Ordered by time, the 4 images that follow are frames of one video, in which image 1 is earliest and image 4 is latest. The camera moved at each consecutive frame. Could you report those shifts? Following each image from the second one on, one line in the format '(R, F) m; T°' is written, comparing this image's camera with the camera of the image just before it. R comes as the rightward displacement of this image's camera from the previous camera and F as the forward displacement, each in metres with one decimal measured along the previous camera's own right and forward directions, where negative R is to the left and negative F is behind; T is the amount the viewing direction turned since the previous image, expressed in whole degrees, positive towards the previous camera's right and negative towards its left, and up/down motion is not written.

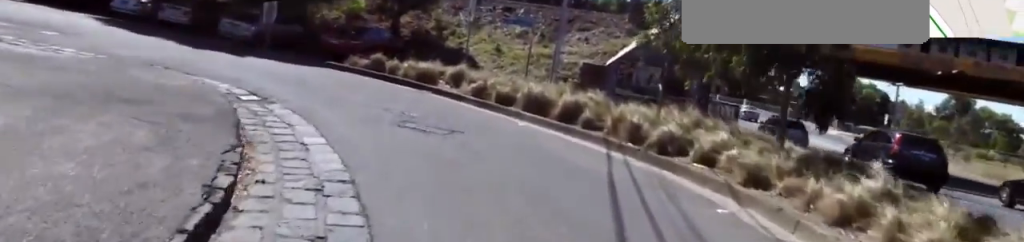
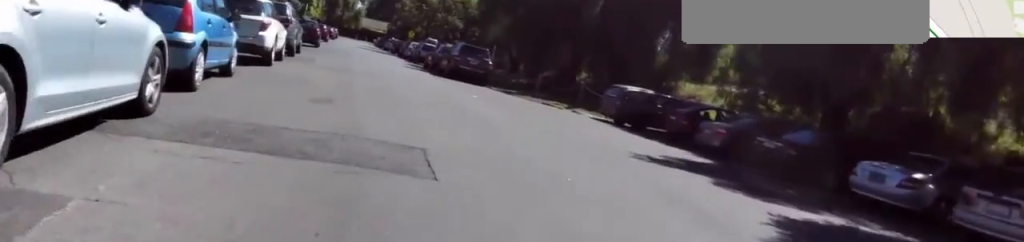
(-6.5, +13.6) m; -48°
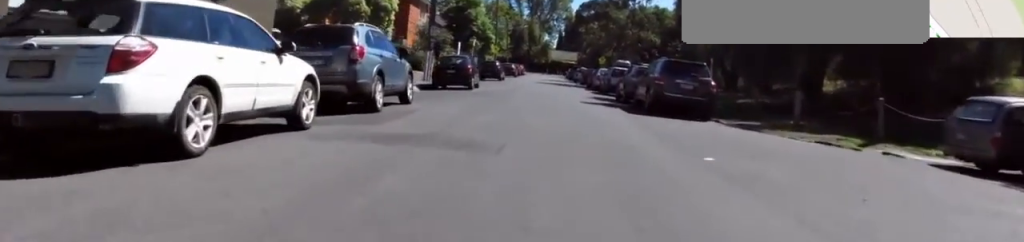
(-1.0, +9.9) m; -21°
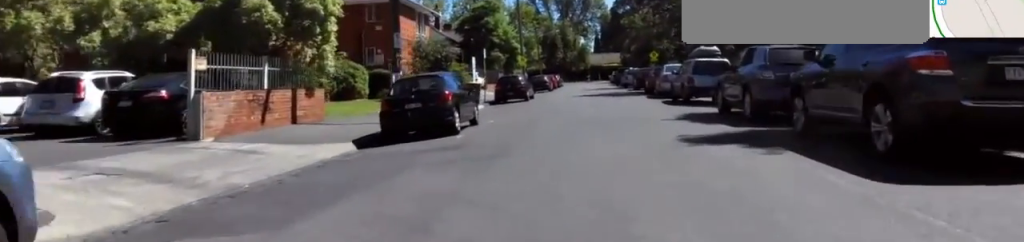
(-2.2, +12.1) m; -6°
